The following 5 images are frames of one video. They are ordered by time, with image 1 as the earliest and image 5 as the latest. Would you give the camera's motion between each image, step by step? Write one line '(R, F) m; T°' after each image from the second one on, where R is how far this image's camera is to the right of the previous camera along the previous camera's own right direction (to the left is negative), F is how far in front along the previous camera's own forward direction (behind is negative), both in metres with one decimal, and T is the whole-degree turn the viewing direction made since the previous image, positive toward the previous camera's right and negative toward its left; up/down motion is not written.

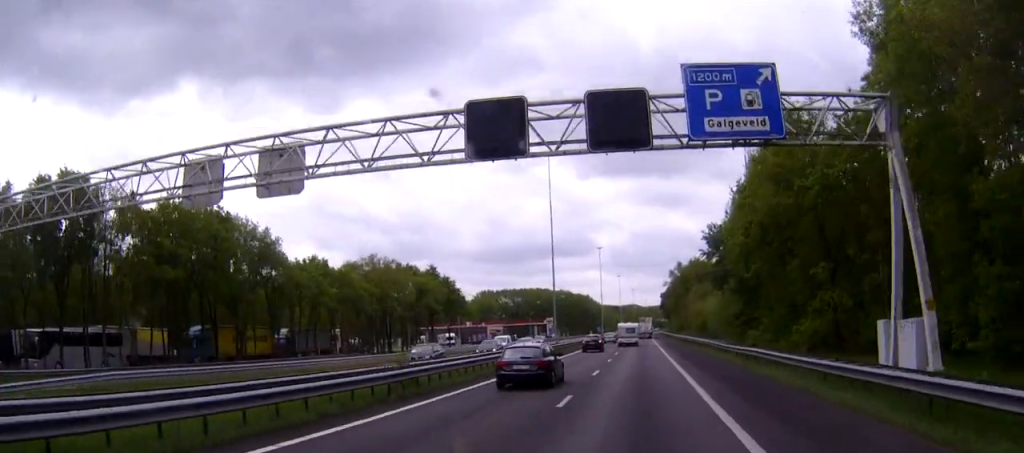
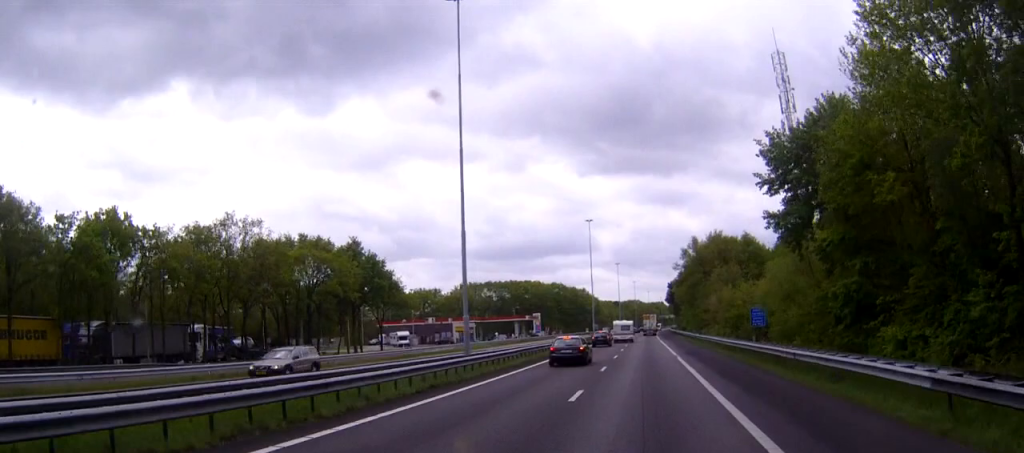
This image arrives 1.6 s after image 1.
(+0.3, +35.5) m; +1°
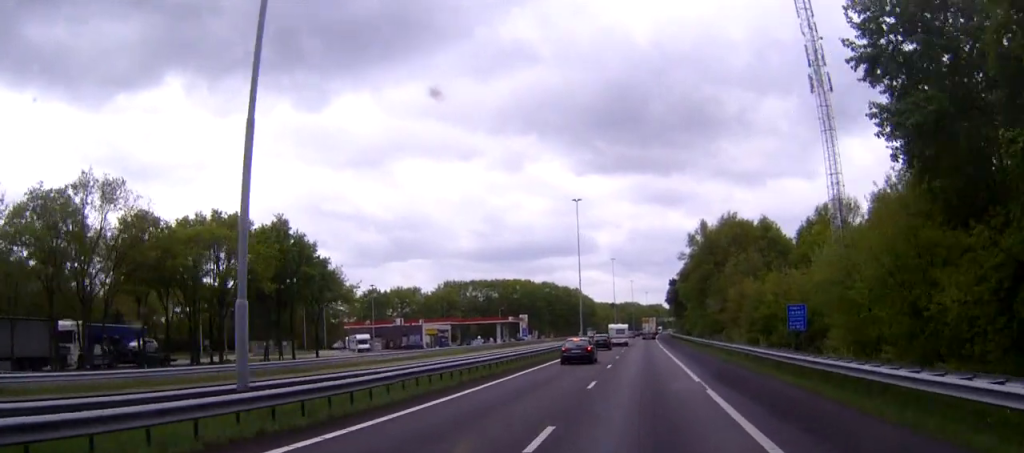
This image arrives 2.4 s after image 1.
(0.0, +18.9) m; 0°
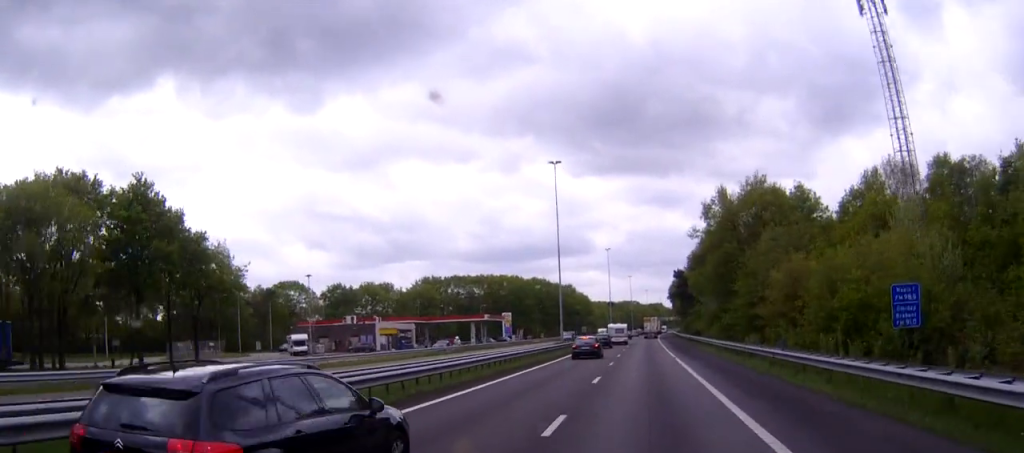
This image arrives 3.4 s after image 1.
(-0.1, +22.8) m; -1°
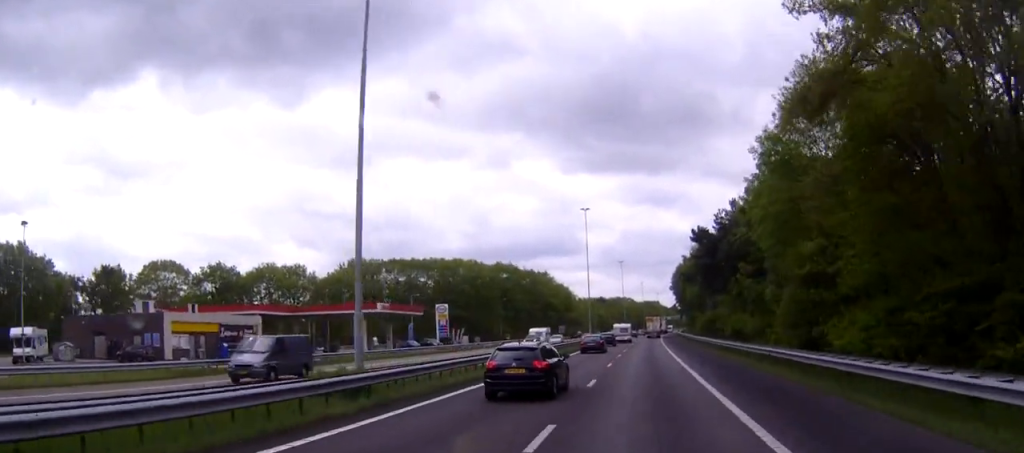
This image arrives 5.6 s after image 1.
(0.0, +50.1) m; 0°
